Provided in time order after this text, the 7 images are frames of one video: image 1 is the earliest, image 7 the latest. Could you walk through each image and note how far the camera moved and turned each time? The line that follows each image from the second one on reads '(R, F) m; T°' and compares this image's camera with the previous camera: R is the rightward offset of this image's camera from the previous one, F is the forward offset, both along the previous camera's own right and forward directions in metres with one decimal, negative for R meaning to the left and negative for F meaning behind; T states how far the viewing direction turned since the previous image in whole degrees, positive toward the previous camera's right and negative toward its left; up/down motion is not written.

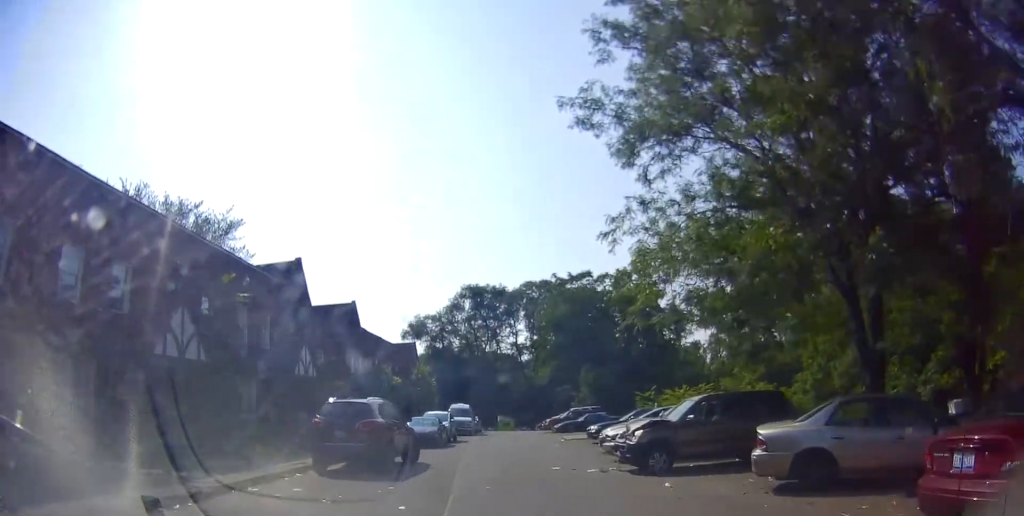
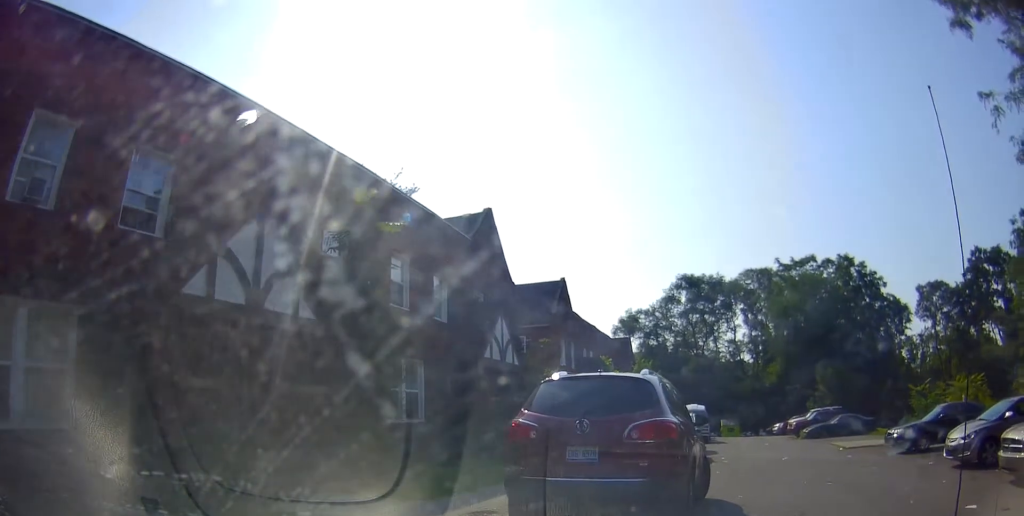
(-1.8, +8.9) m; -8°
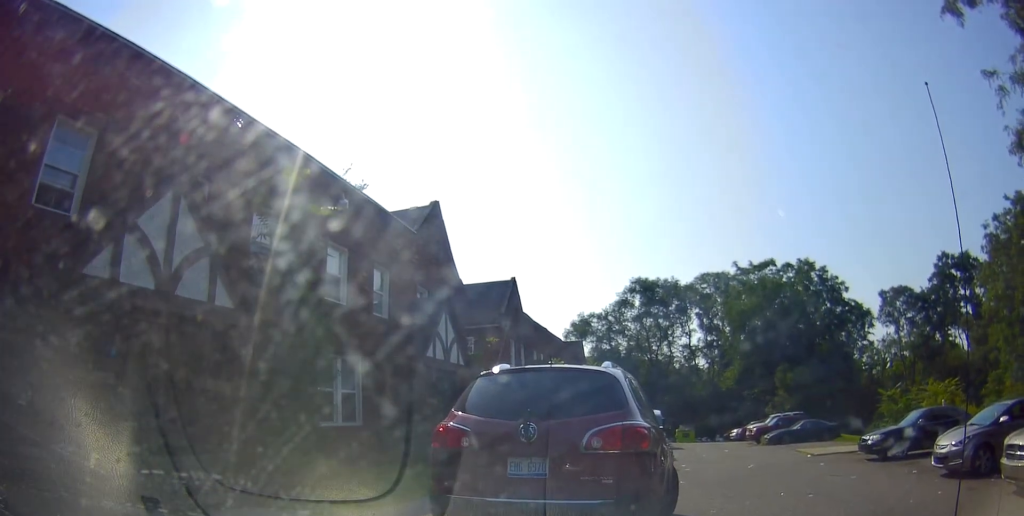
(+0.5, +3.0) m; +3°
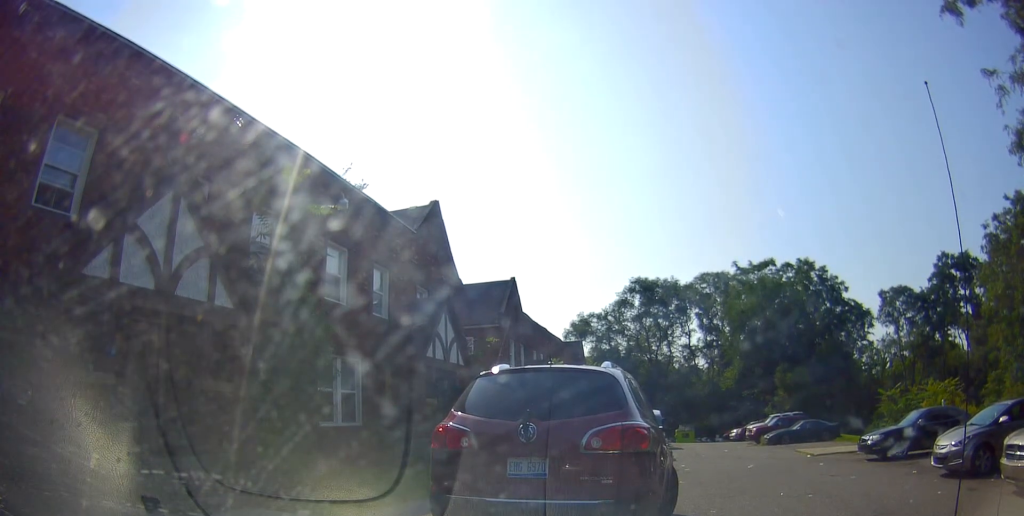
(0.0, 0.0) m; 0°
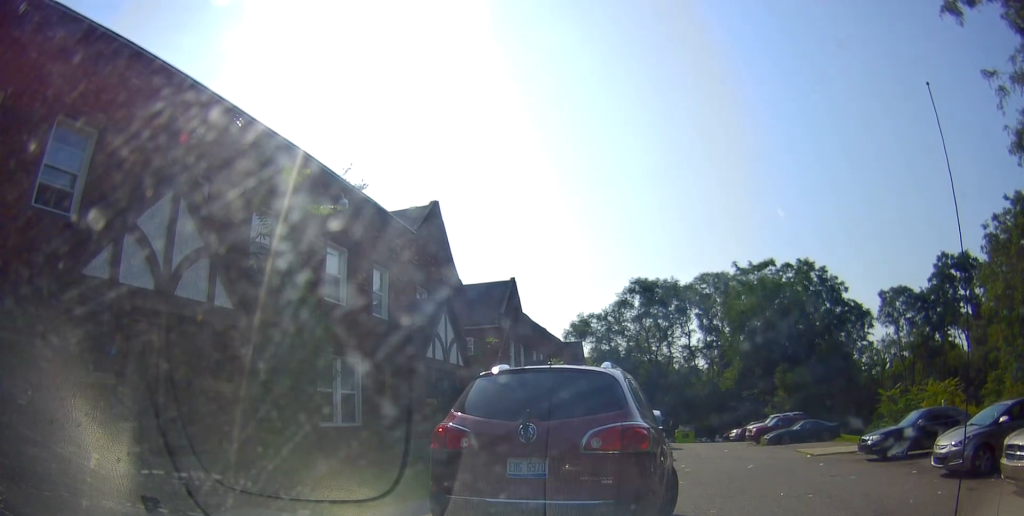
(0.0, 0.0) m; 0°
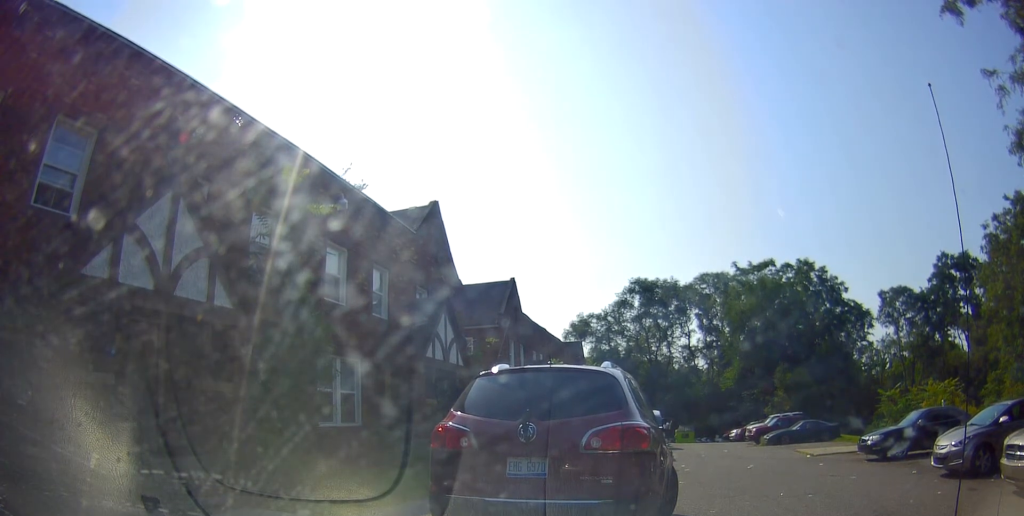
(0.0, 0.0) m; 0°
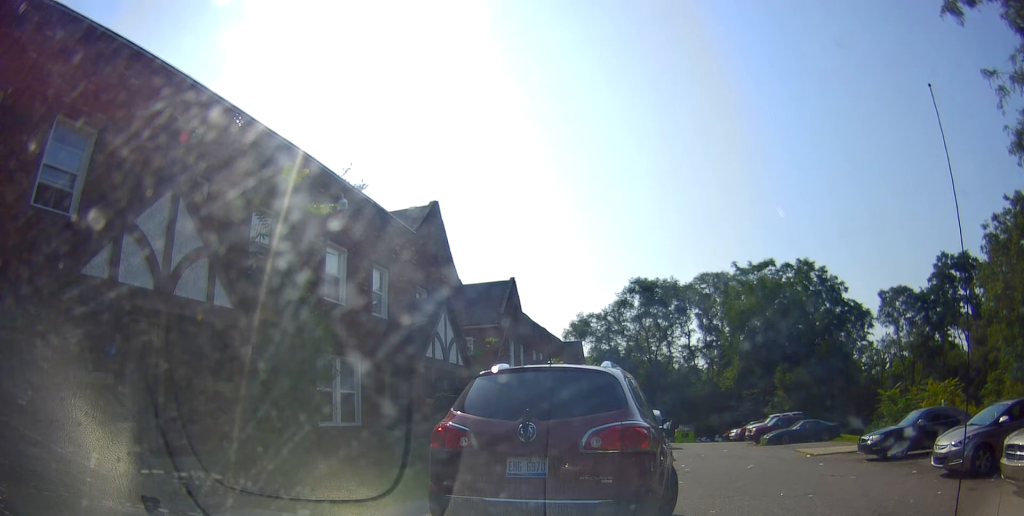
(0.0, 0.0) m; 0°
